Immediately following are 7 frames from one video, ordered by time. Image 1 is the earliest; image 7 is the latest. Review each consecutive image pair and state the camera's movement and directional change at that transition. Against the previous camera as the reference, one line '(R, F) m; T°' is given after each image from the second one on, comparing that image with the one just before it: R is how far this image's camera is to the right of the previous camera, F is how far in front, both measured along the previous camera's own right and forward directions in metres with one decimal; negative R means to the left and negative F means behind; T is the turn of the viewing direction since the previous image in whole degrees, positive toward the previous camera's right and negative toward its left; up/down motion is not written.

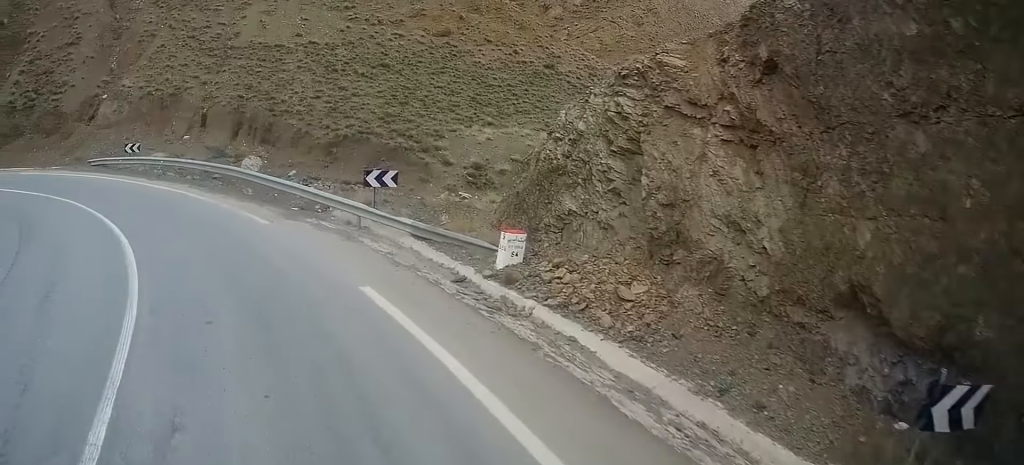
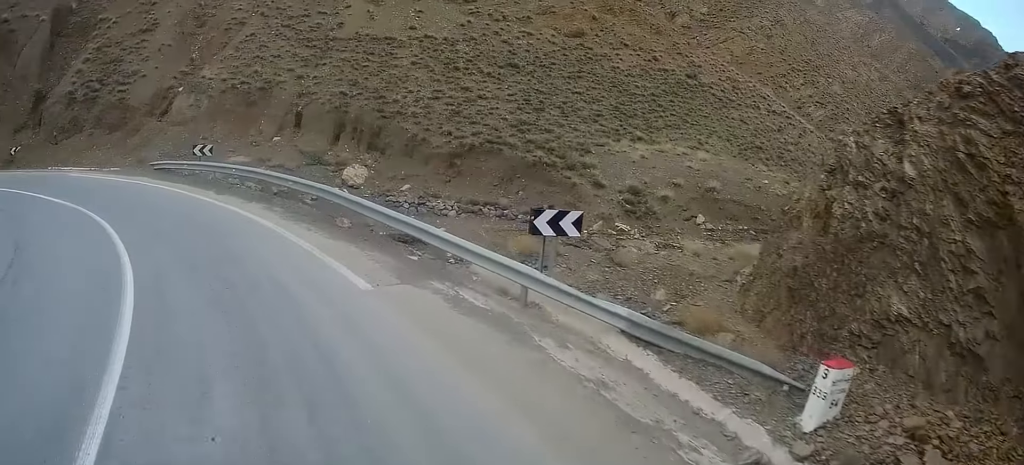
(-1.2, +5.5) m; -14°
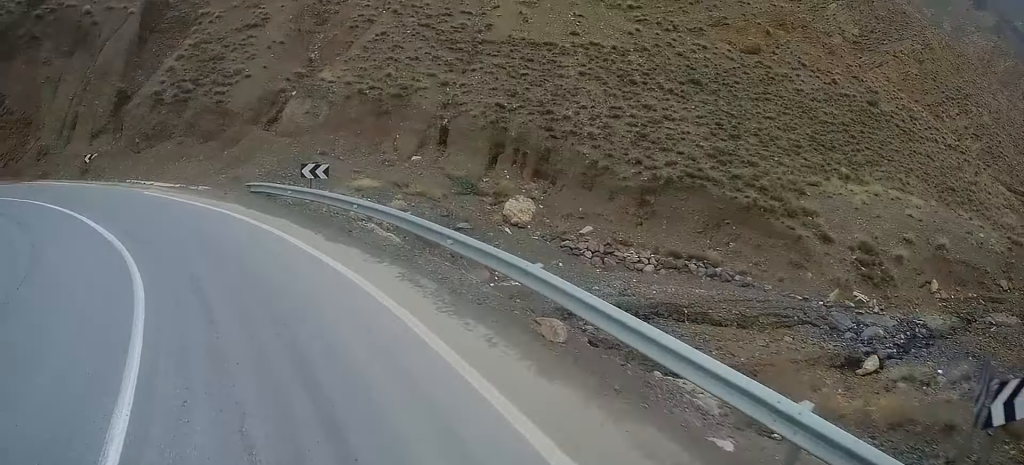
(-0.7, +5.7) m; -7°
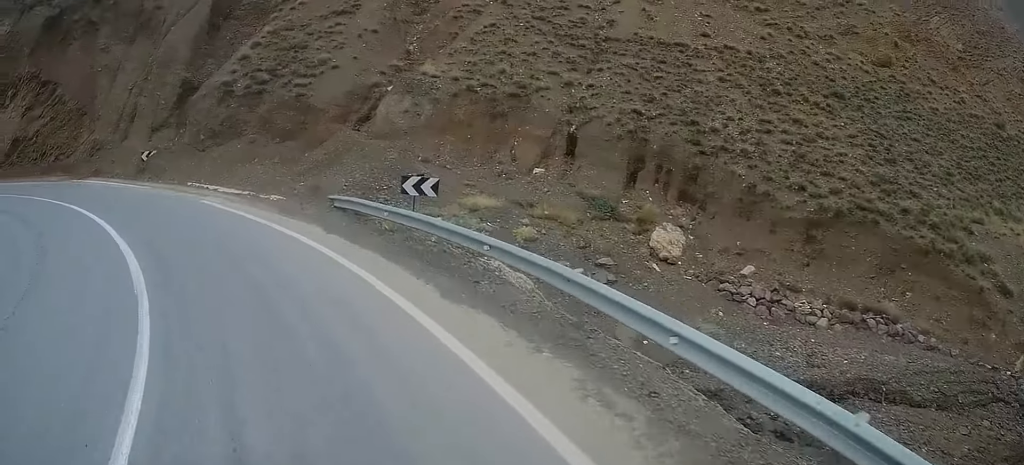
(-0.2, +3.8) m; +1°
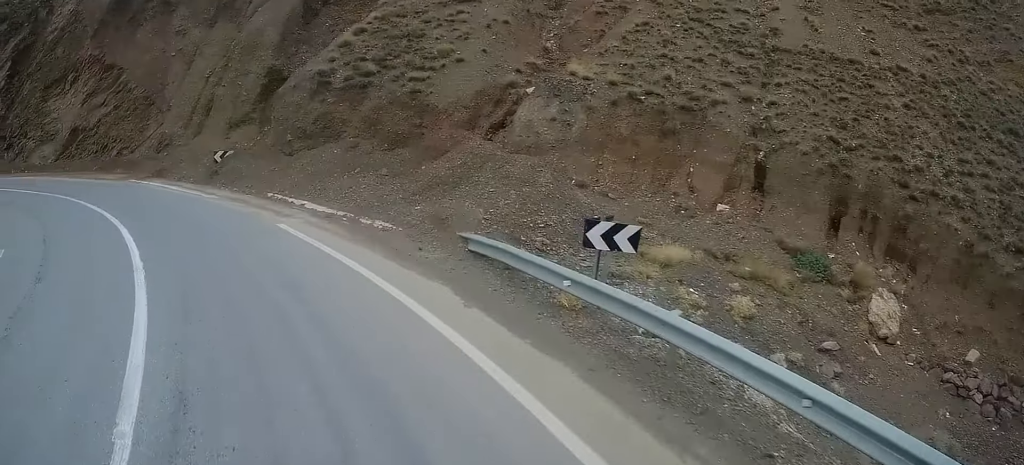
(+0.1, +4.3) m; -2°
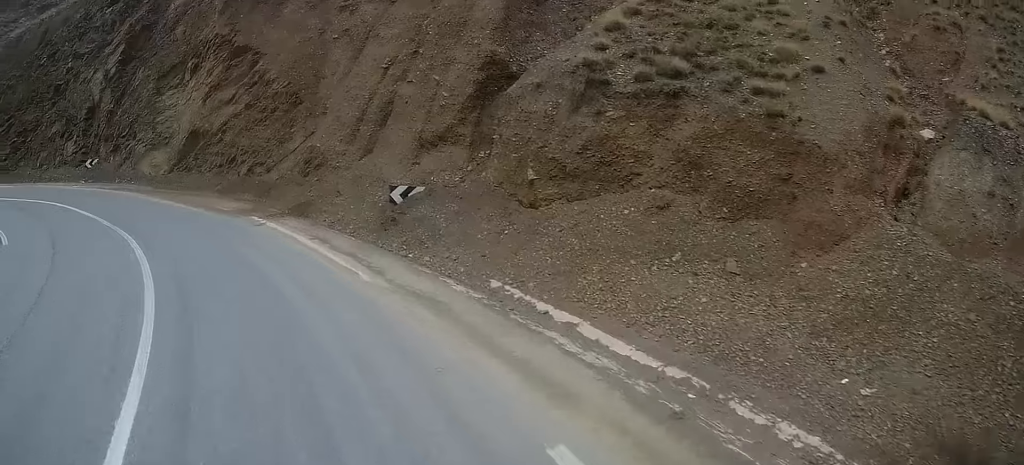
(-0.4, +8.1) m; -17°
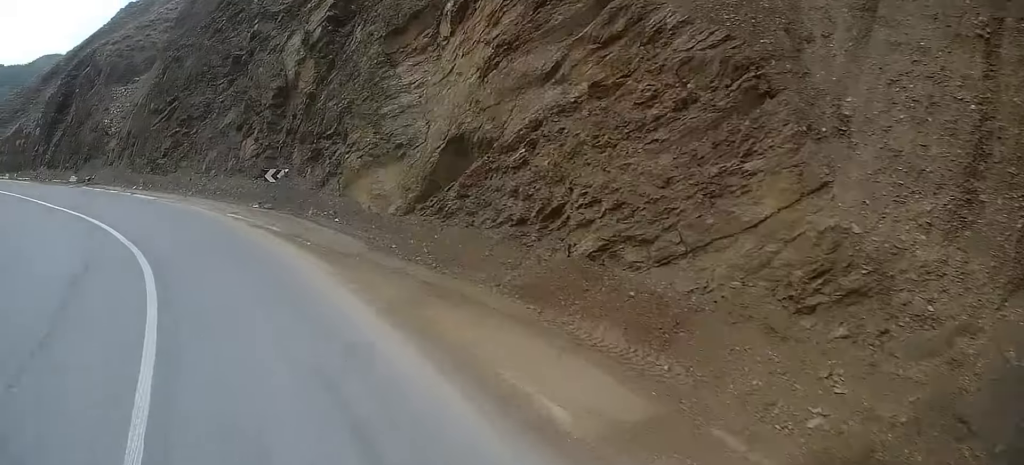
(-3.4, +10.4) m; -29°
